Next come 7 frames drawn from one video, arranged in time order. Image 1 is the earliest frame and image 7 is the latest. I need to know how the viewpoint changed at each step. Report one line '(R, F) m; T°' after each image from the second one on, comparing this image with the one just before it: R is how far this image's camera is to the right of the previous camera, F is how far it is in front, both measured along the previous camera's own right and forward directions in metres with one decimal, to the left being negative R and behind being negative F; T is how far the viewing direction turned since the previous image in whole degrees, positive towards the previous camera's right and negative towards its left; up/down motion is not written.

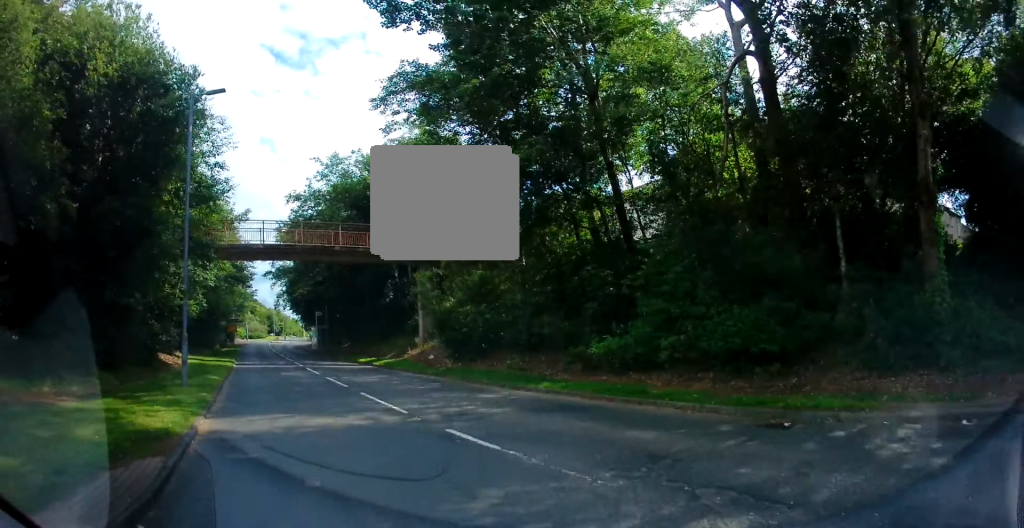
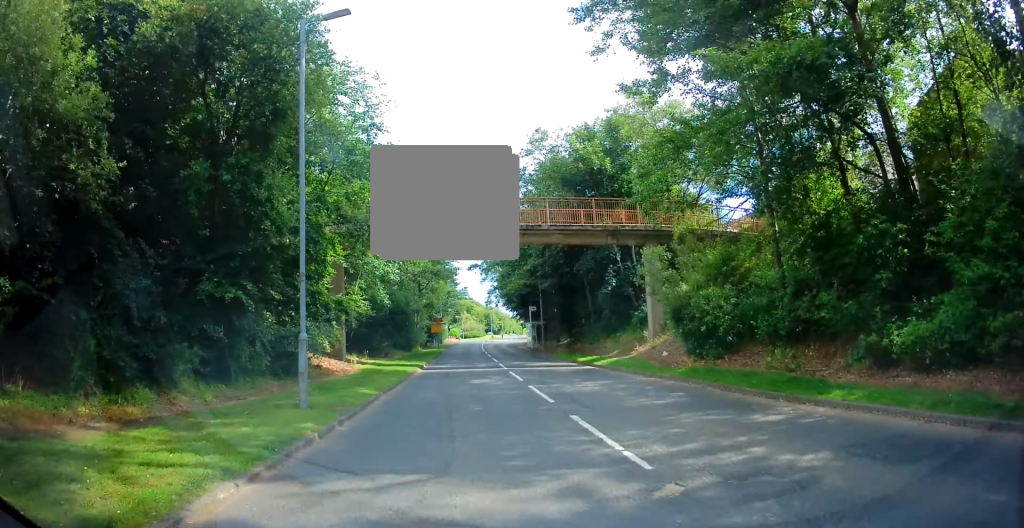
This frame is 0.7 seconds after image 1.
(-1.0, +4.4) m; -19°
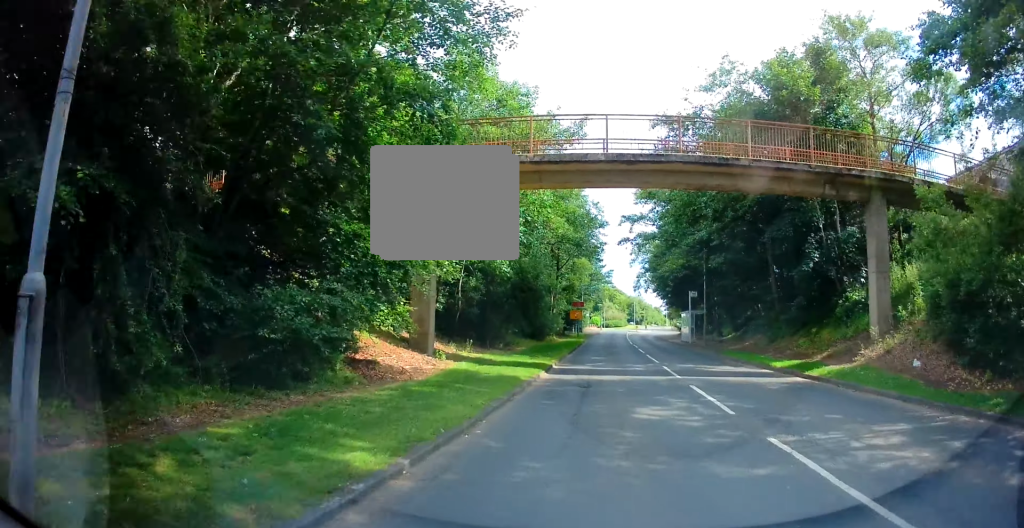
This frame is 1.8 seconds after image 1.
(-1.6, +7.6) m; -17°
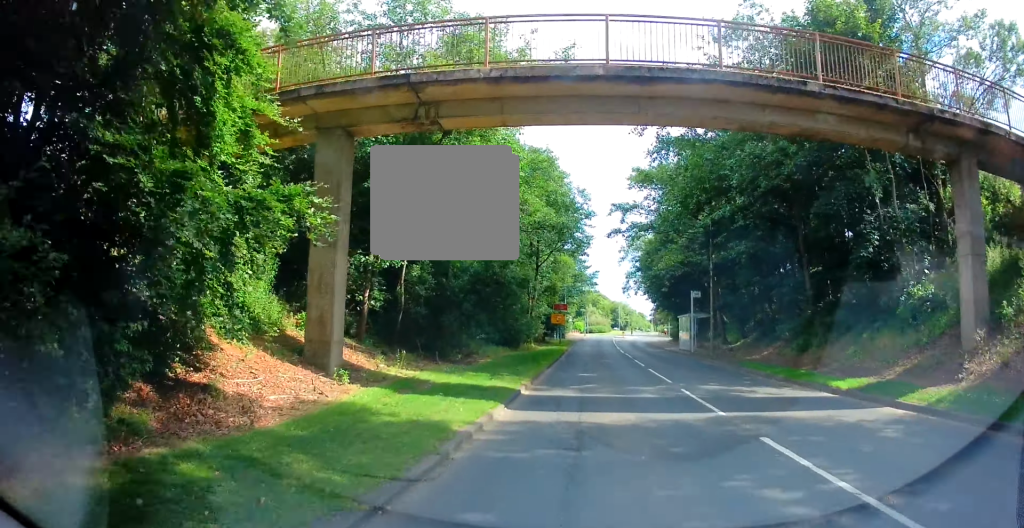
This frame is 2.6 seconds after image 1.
(-0.3, +5.5) m; -3°
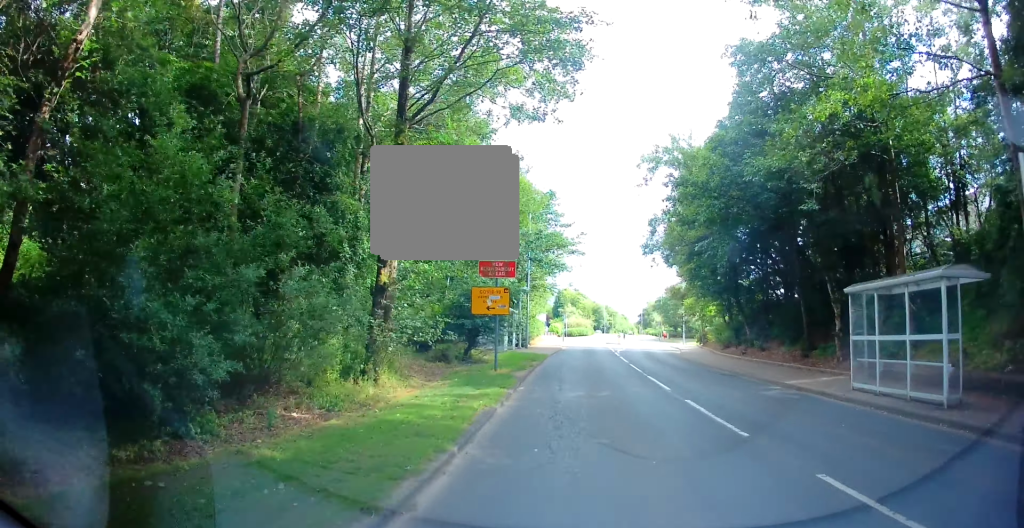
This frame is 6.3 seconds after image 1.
(+0.2, +26.5) m; -1°
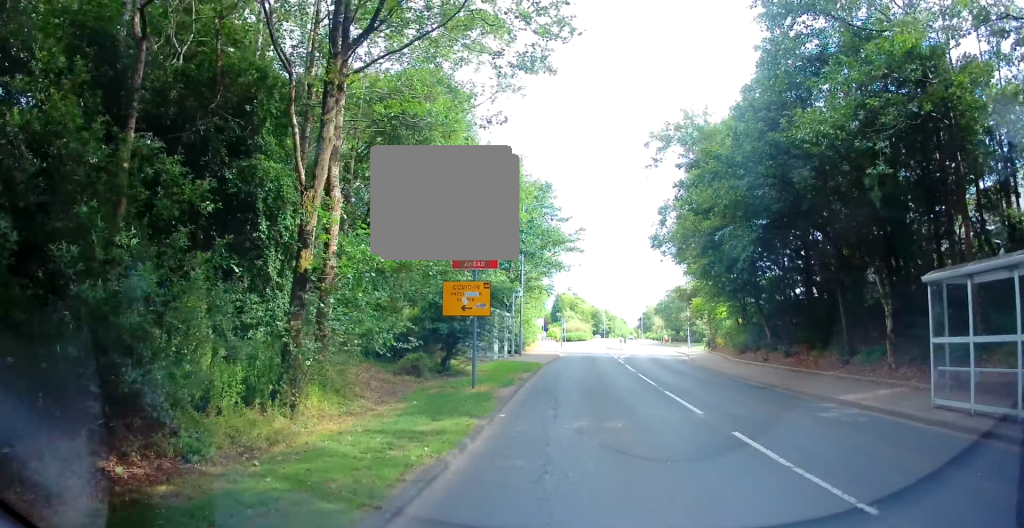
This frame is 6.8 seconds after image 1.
(0.0, +3.4) m; -2°
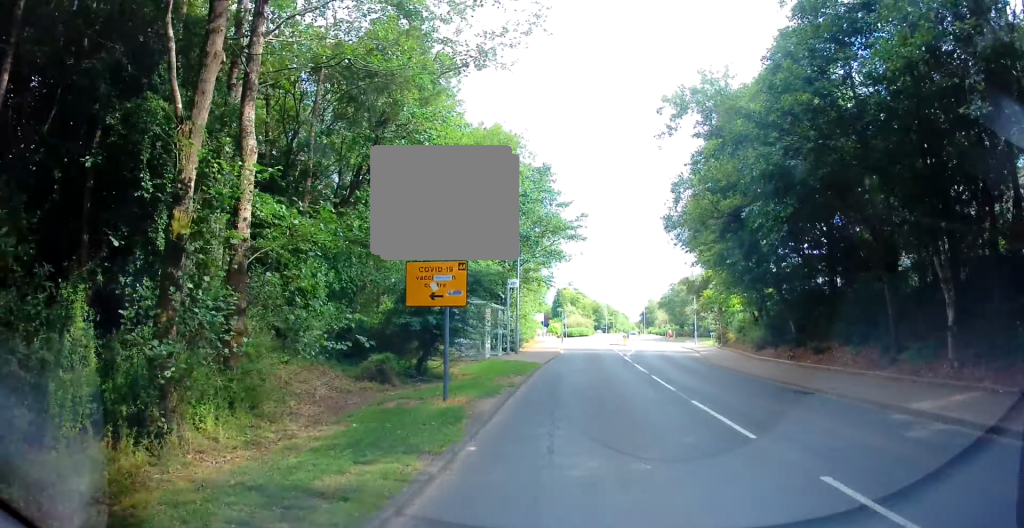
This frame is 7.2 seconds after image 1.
(-0.1, +2.9) m; 0°
